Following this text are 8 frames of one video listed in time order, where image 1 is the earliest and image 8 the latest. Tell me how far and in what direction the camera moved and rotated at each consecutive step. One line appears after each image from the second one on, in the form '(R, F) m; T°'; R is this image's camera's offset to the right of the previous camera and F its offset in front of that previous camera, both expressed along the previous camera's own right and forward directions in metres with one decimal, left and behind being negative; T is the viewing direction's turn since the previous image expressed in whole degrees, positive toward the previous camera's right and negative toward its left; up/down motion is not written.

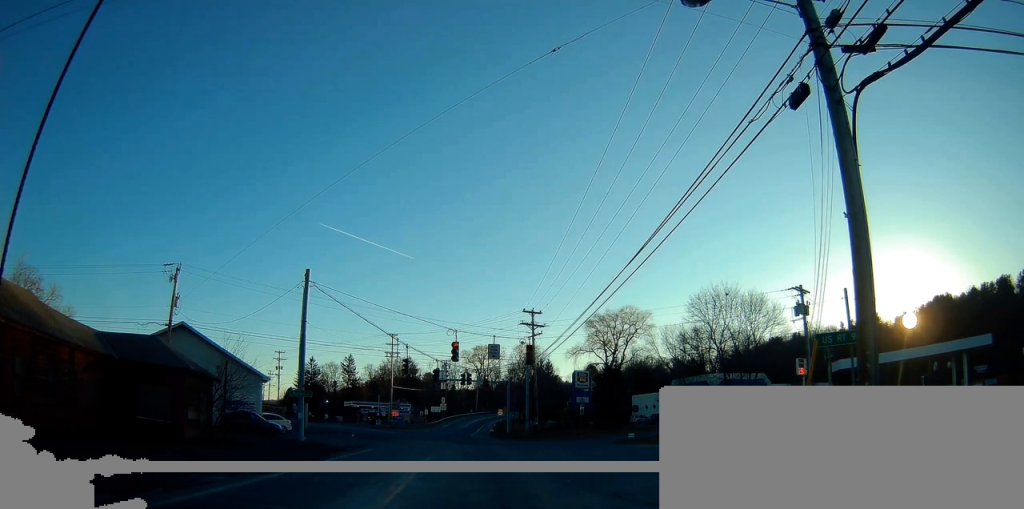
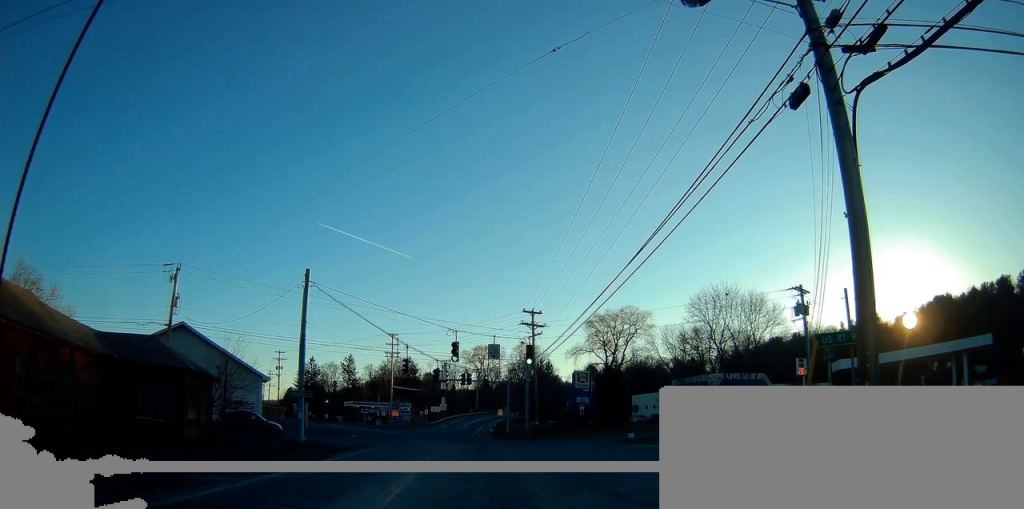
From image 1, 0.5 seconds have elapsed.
(0.0, 0.0) m; 0°
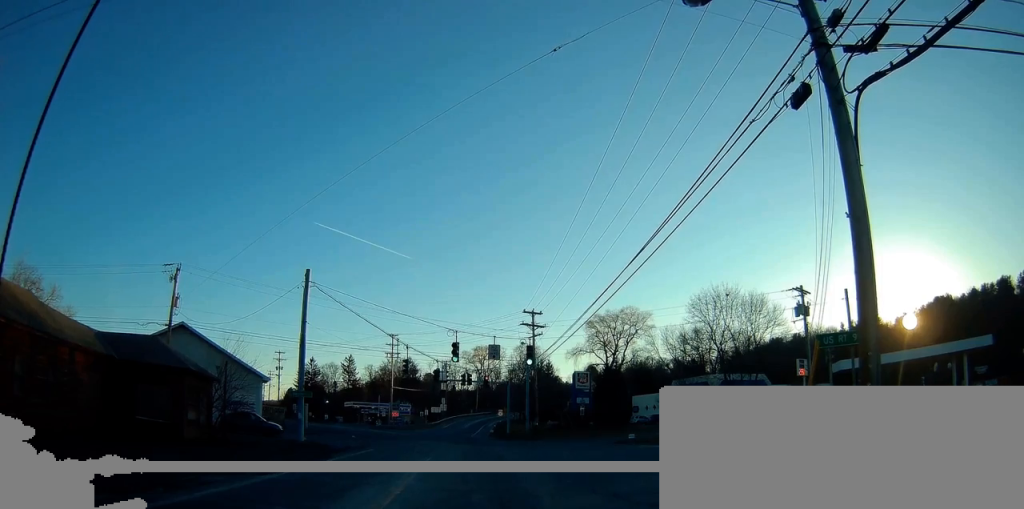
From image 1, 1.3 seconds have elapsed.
(0.0, 0.0) m; 0°
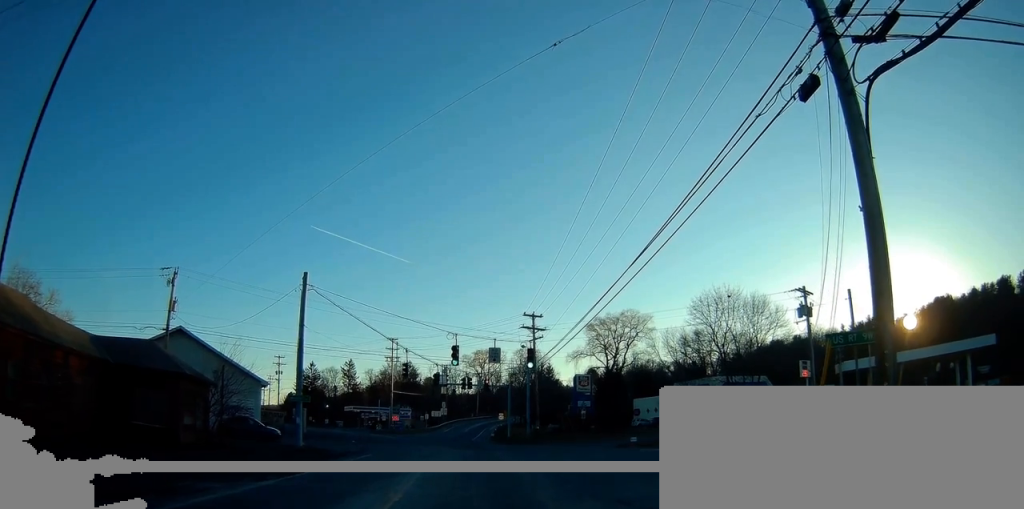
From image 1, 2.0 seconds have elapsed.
(0.0, +0.1) m; 0°
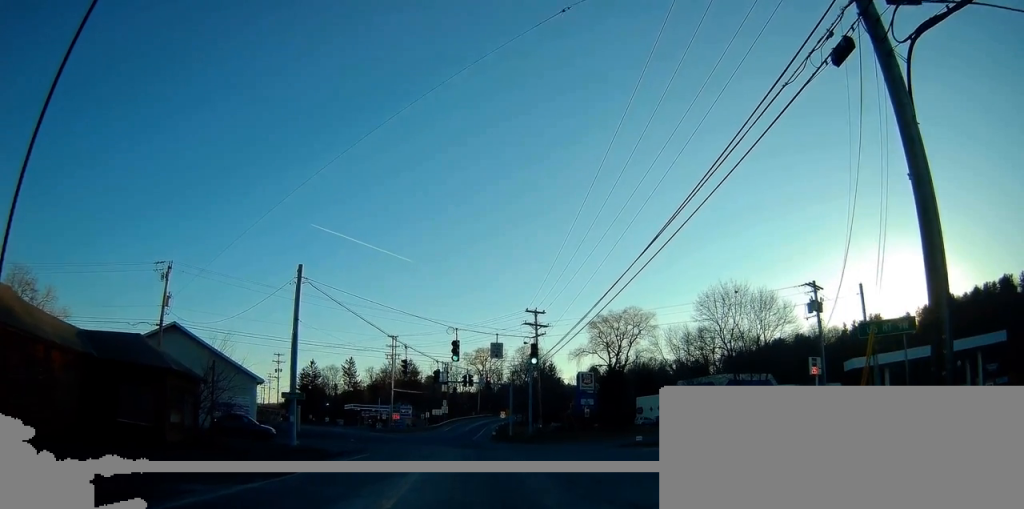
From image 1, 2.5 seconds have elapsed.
(0.0, +0.2) m; 0°
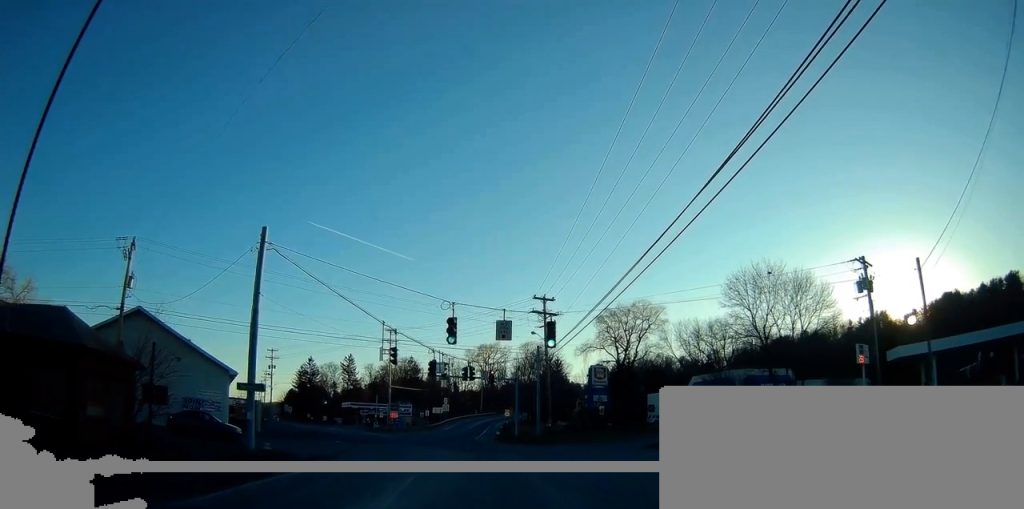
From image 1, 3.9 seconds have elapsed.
(+0.5, +3.6) m; +6°
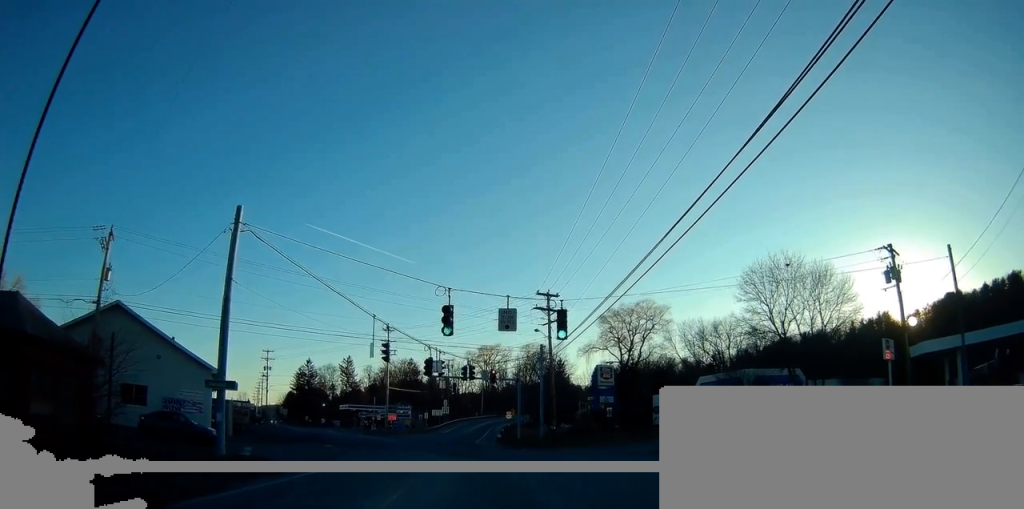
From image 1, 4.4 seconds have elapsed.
(-0.2, +2.3) m; +2°
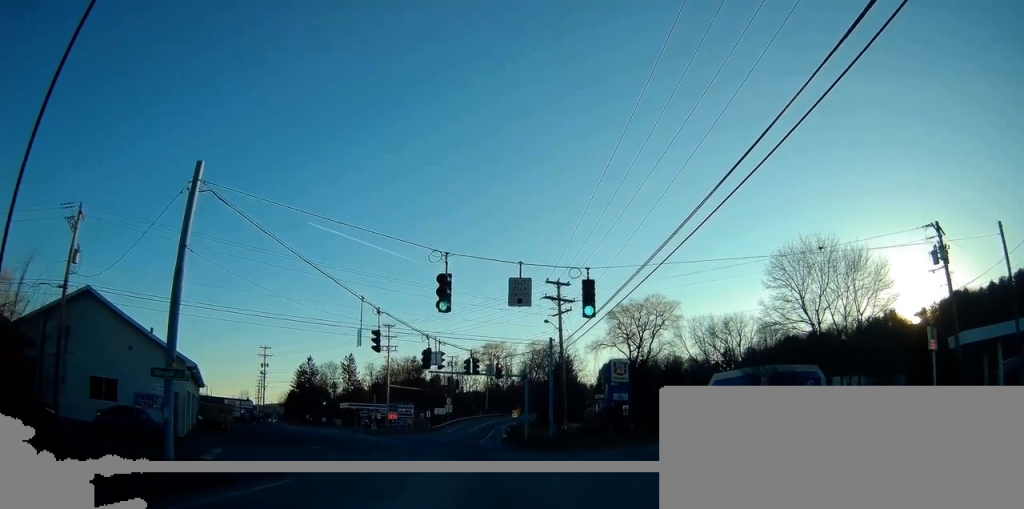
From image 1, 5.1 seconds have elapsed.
(+0.2, +3.7) m; +1°
